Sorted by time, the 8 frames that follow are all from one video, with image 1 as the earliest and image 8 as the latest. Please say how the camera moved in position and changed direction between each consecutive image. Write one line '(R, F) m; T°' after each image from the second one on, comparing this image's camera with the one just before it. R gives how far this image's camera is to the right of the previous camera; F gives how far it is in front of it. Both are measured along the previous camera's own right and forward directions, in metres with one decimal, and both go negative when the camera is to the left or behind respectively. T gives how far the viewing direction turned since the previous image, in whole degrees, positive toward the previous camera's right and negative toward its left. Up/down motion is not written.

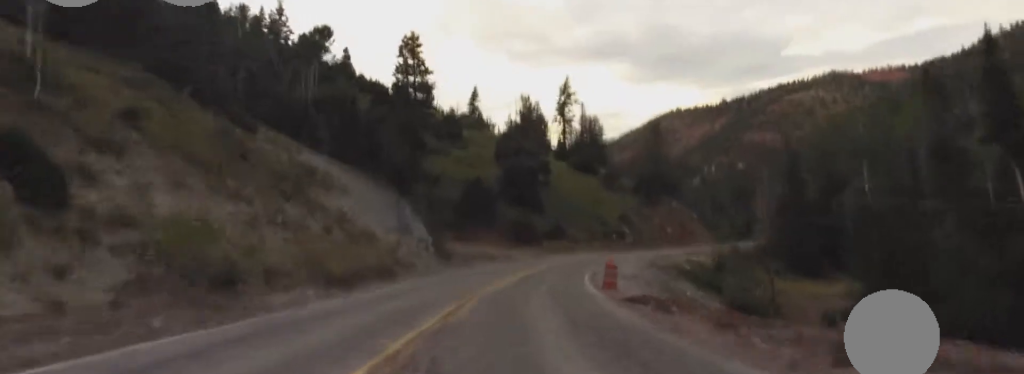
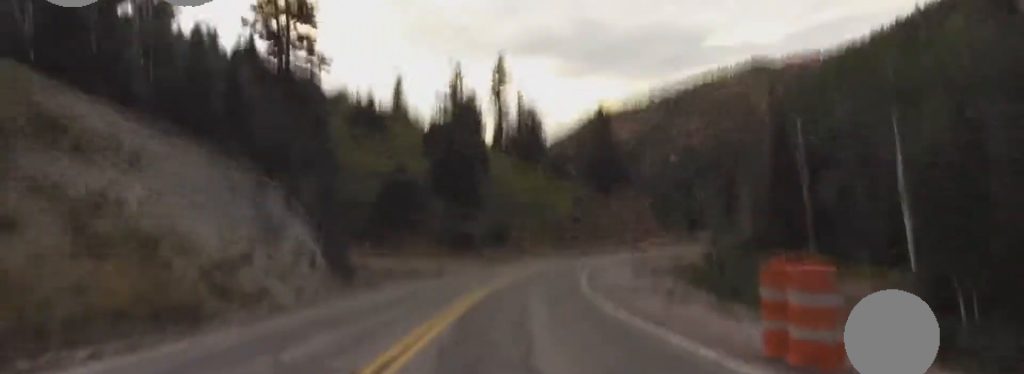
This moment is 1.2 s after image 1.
(+0.4, +17.2) m; +6°
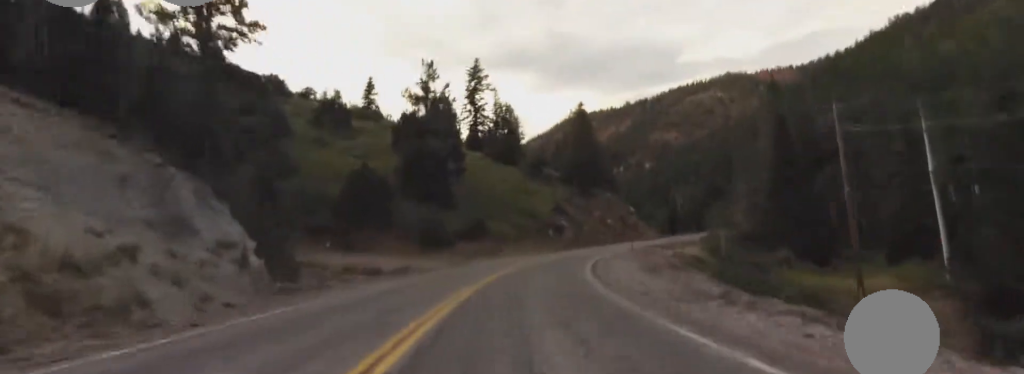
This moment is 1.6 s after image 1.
(+0.2, +6.9) m; +4°
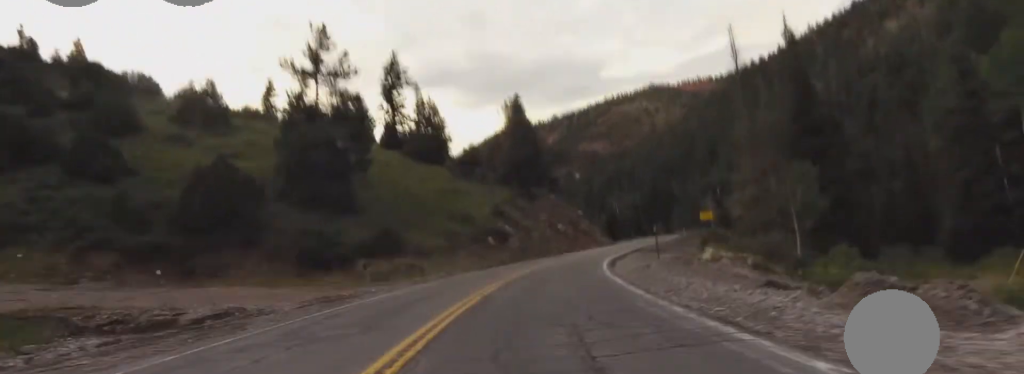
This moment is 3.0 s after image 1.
(+2.0, +19.6) m; +8°
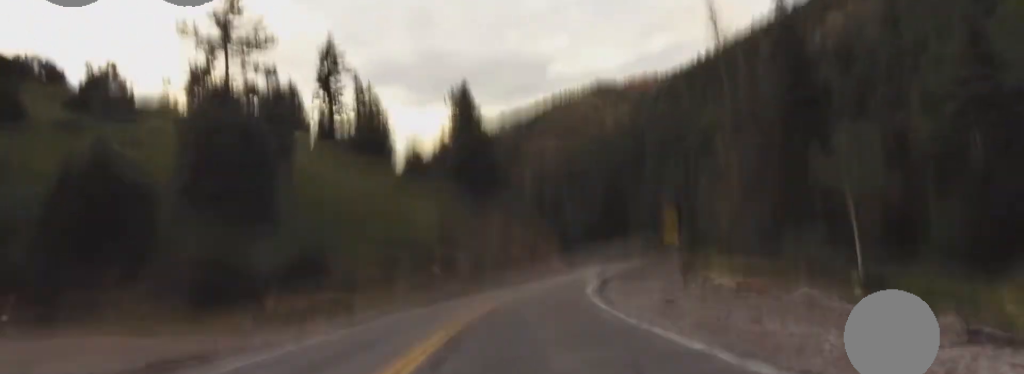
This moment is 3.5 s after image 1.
(+0.2, +8.0) m; +2°
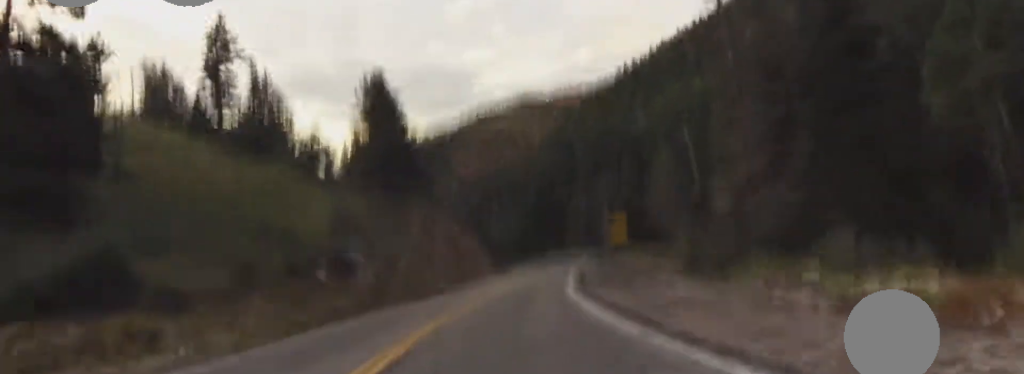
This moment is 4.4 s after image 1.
(0.0, +13.9) m; +4°
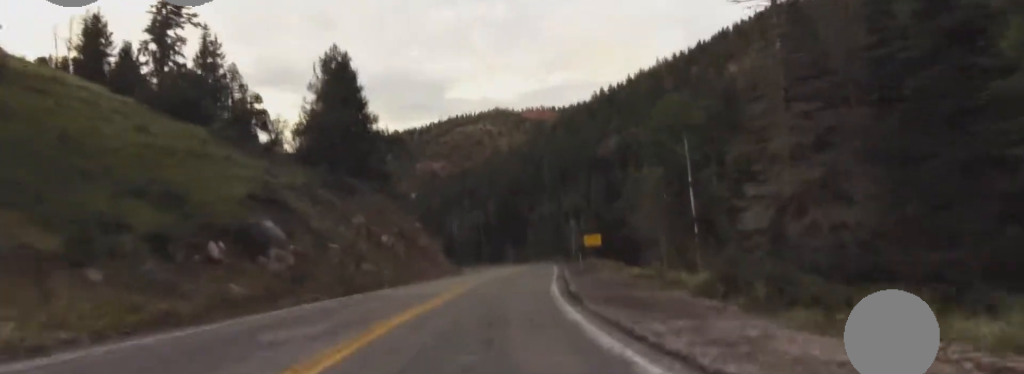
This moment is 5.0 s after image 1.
(+0.5, +8.3) m; +4°
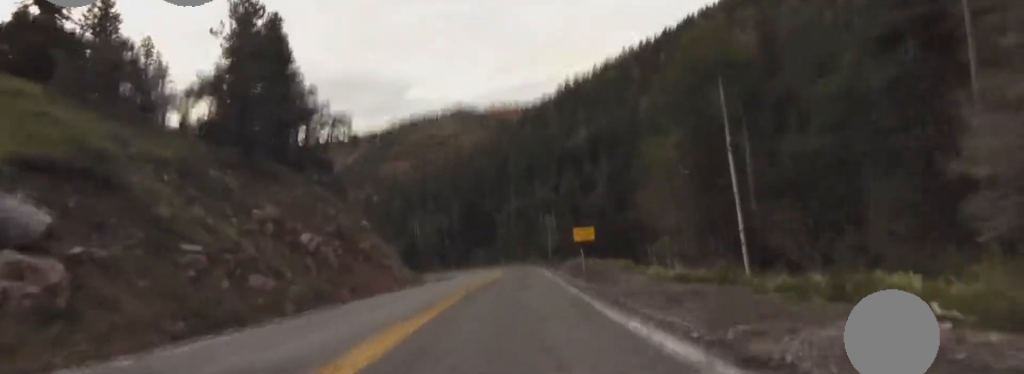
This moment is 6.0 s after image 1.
(+0.9, +14.2) m; +5°
